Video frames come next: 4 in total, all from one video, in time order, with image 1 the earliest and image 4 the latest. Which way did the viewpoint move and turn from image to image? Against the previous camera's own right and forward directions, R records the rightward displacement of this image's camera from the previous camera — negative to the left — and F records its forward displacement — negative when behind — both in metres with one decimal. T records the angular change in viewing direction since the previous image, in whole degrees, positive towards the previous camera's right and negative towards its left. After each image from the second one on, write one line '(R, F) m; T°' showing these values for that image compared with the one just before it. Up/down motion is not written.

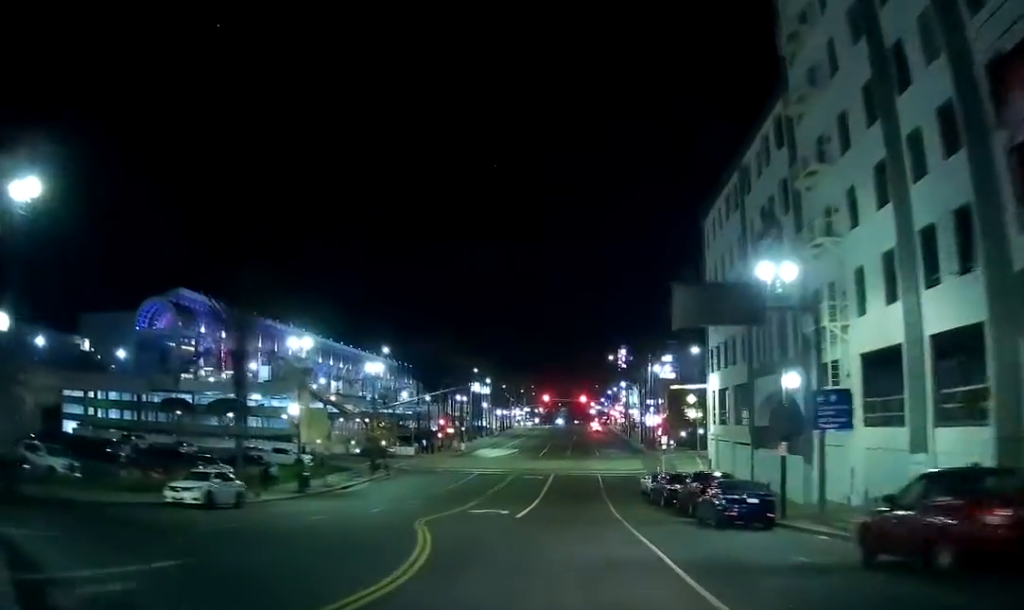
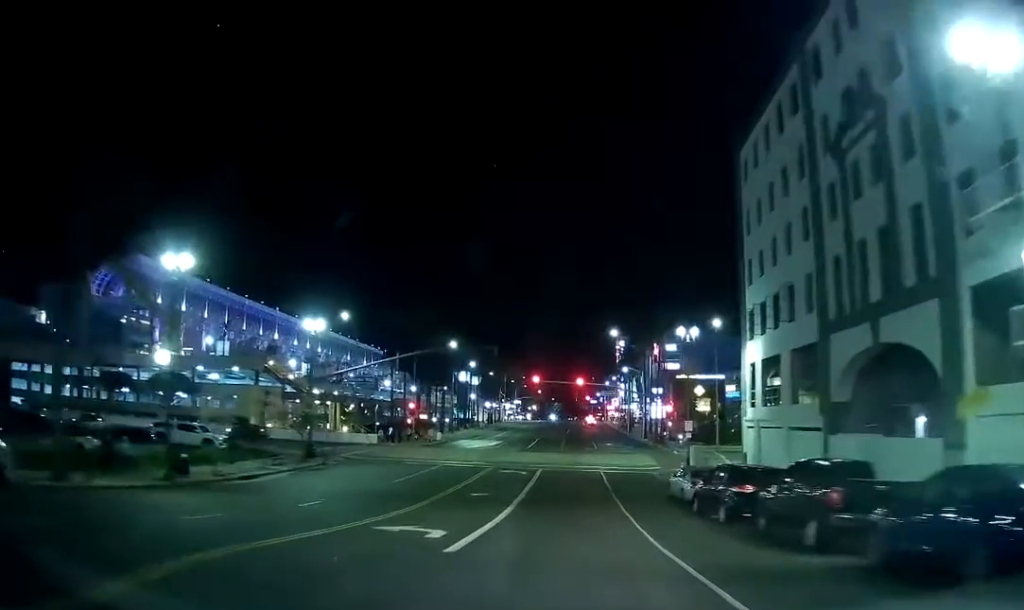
(0.0, +15.9) m; +1°
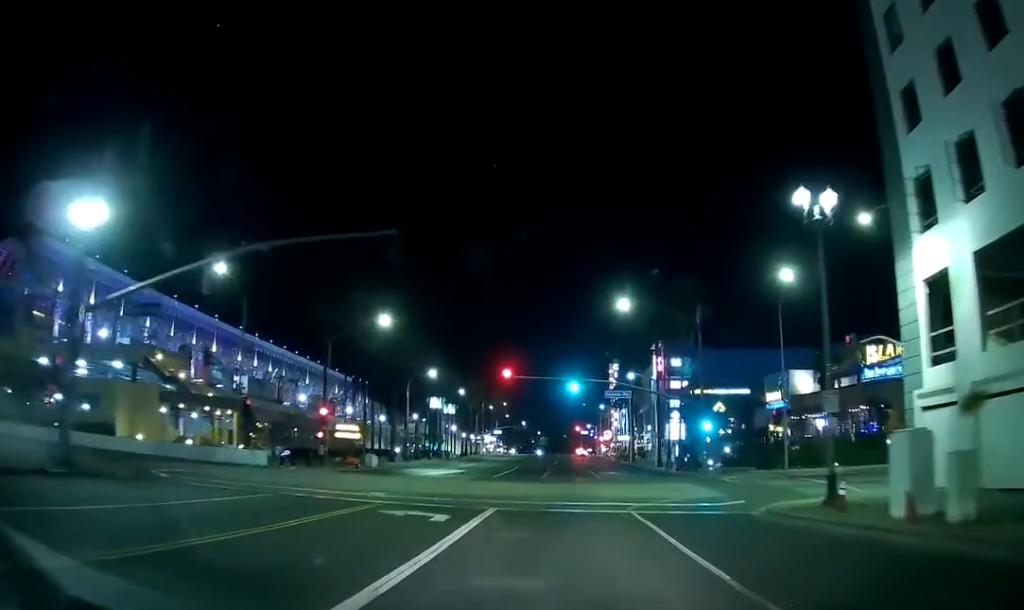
(+0.7, +25.7) m; +1°
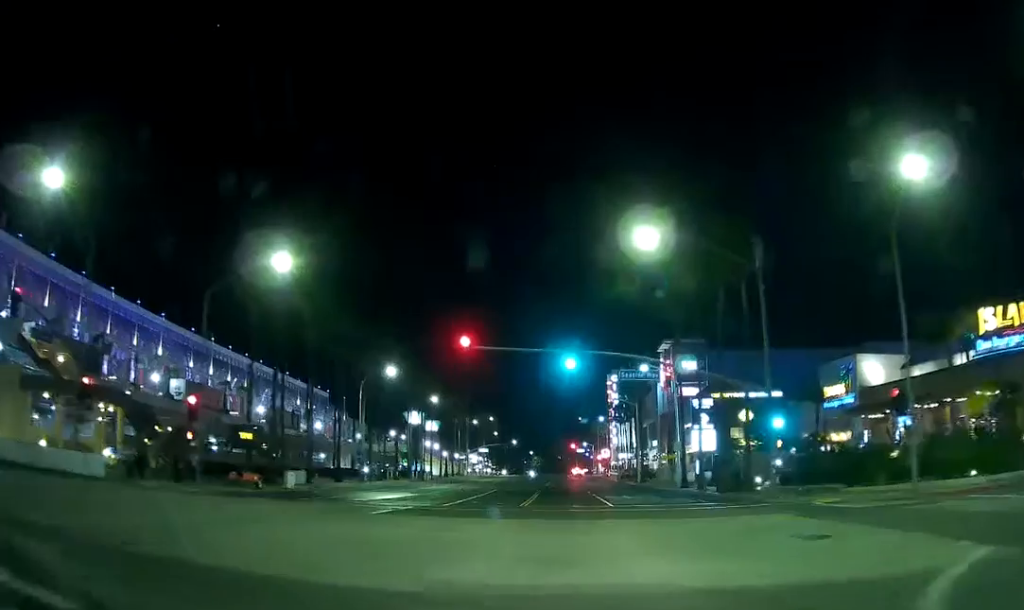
(+0.5, +15.8) m; +4°
